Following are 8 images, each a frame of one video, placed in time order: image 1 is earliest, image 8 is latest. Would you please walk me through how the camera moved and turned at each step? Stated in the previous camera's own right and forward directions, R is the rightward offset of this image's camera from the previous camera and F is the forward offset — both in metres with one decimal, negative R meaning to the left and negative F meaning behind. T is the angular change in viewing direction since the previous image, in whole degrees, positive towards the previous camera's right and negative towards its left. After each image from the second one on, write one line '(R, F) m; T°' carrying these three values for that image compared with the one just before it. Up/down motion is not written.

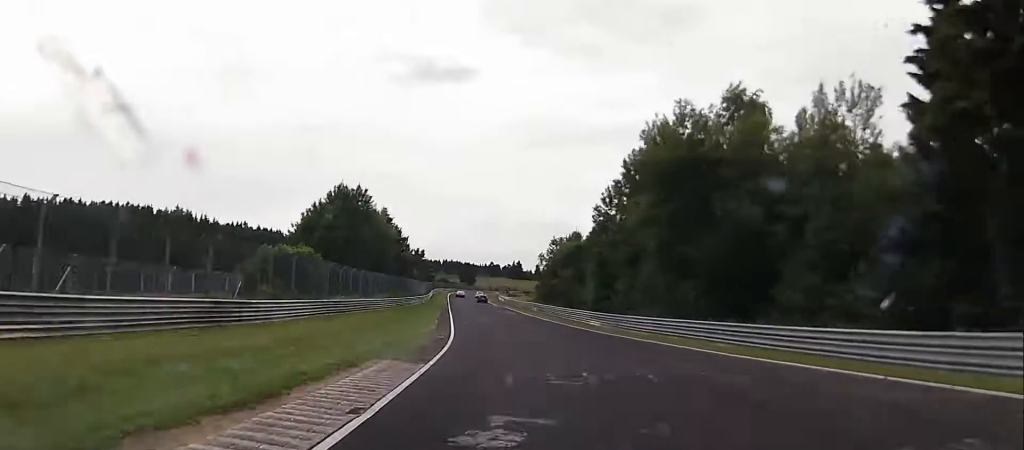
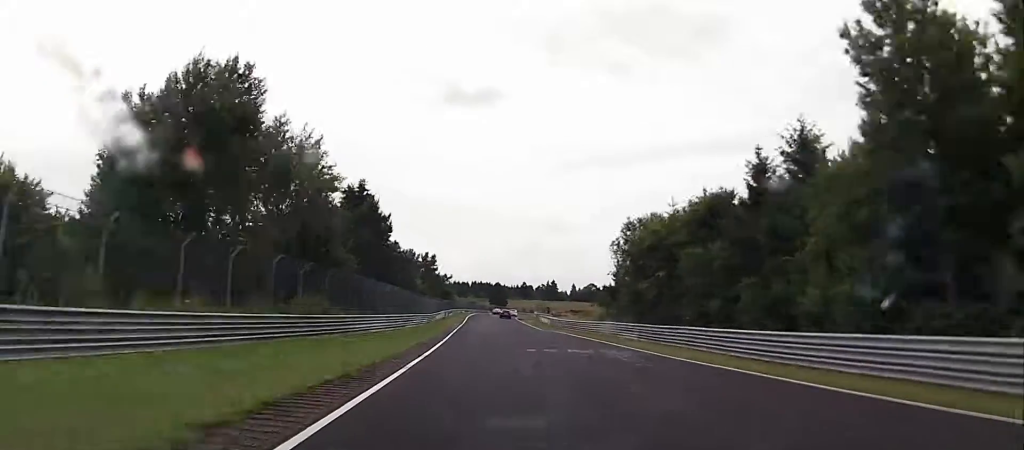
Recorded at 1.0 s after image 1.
(-0.6, +43.8) m; -2°
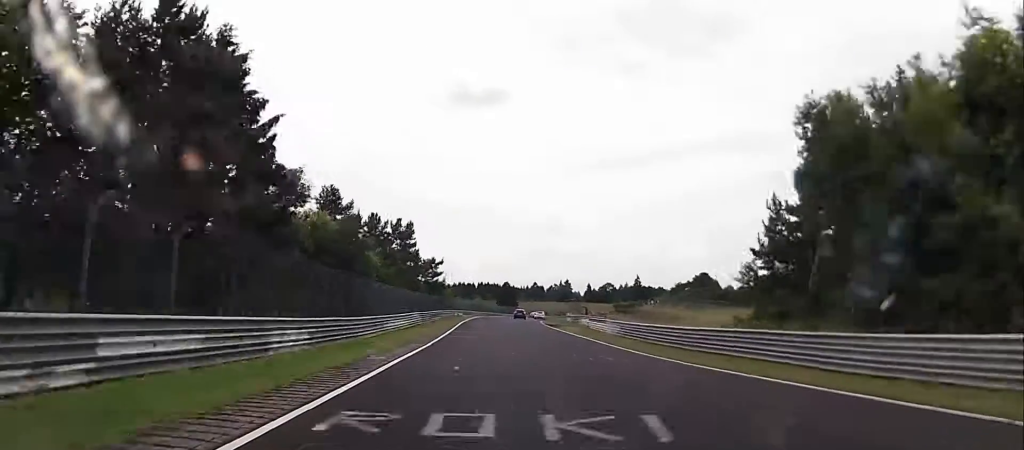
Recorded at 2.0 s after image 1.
(-0.9, +44.0) m; -2°
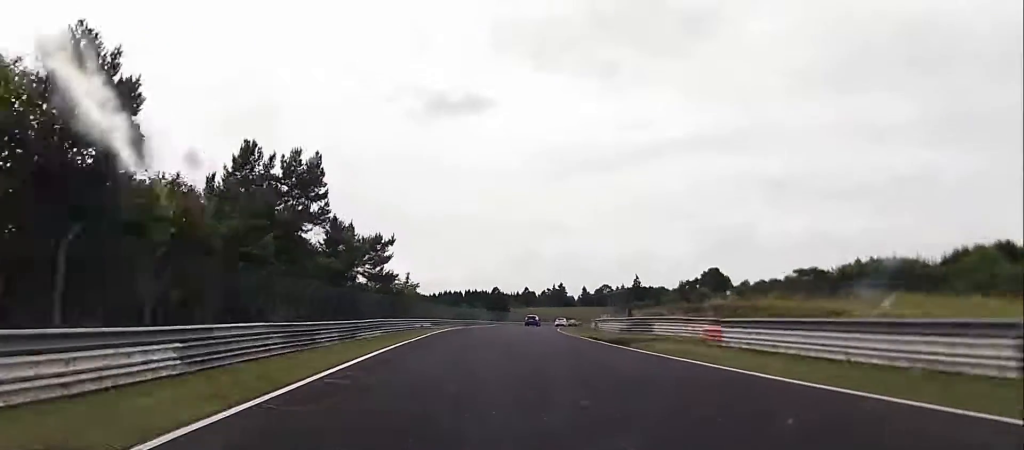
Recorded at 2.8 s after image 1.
(-0.3, +35.9) m; 0°
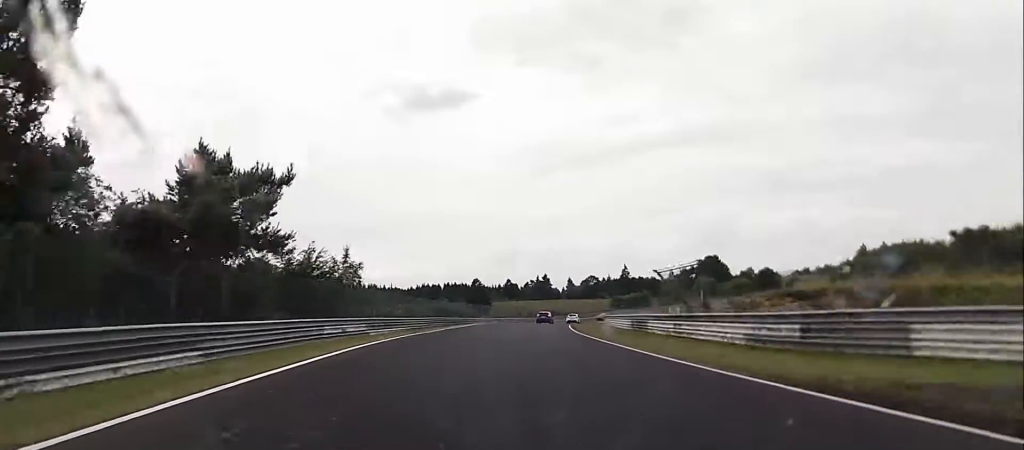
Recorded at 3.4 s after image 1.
(0.0, +24.7) m; +1°
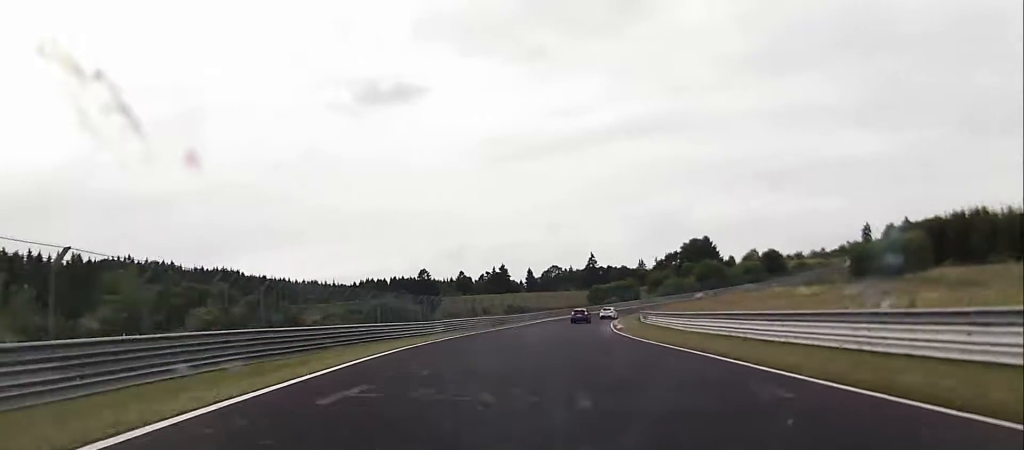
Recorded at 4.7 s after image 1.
(+0.9, +46.0) m; +4°
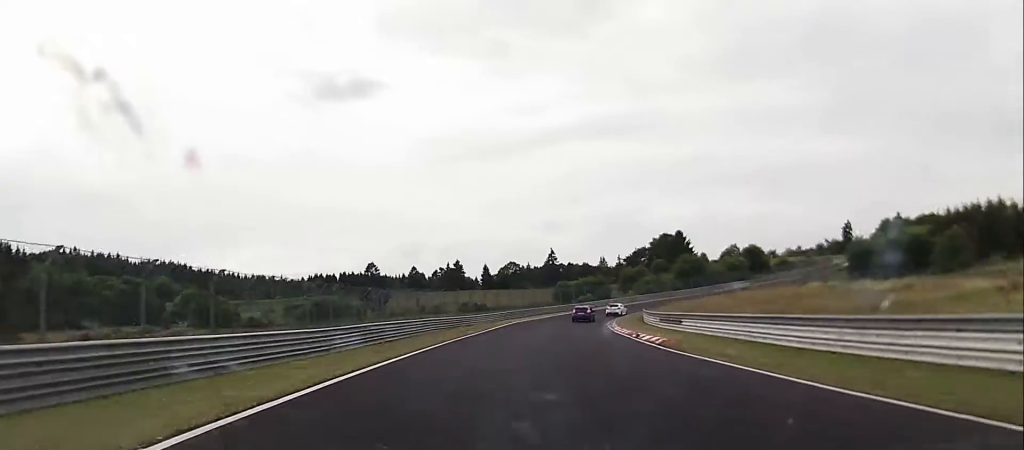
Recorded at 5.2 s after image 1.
(+0.7, +18.9) m; +4°
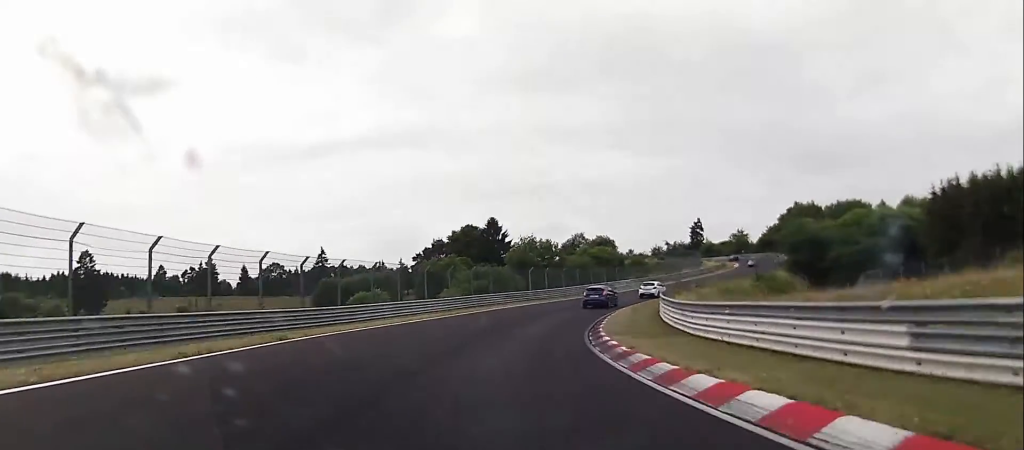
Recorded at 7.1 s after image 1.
(+9.4, +57.5) m; +22°
